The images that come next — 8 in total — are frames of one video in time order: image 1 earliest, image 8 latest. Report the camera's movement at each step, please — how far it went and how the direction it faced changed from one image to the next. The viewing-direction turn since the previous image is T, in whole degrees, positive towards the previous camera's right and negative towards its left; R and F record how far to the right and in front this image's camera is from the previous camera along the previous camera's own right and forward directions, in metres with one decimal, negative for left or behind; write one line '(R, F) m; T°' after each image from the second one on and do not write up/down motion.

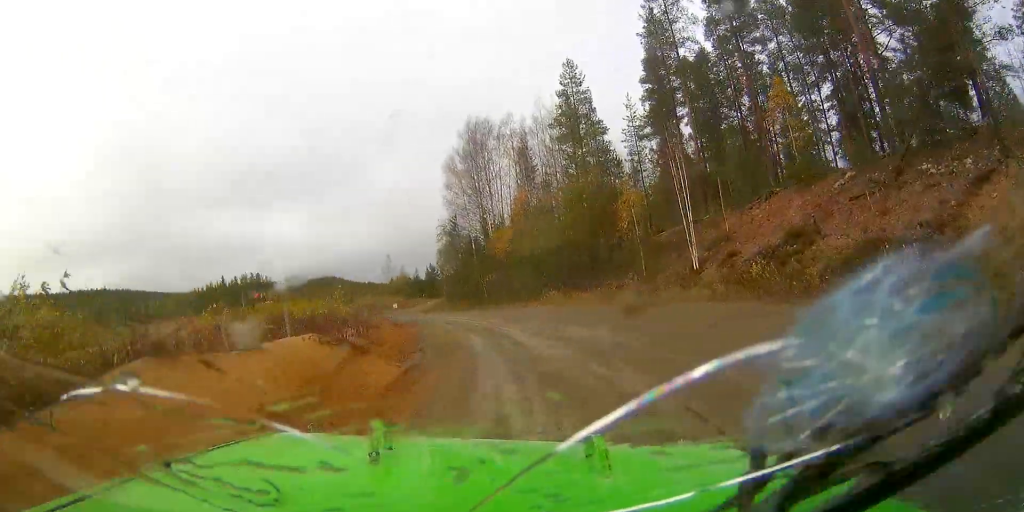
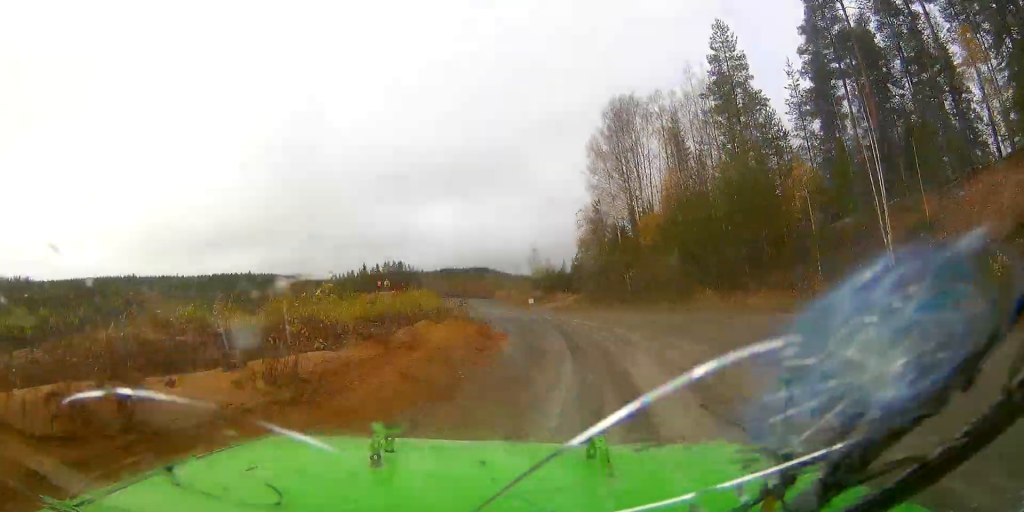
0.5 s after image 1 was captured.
(-1.0, +7.4) m; -7°
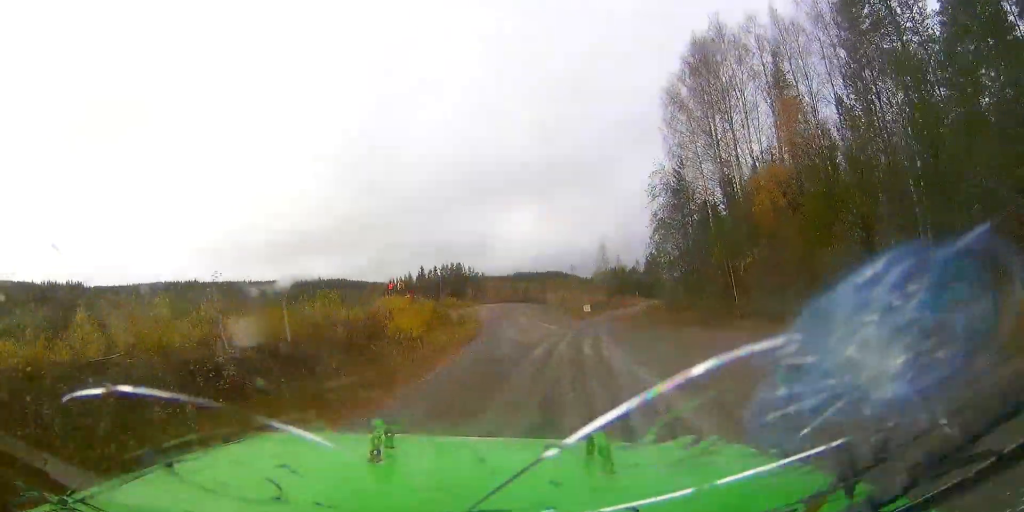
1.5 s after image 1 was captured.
(-2.2, +17.9) m; -12°
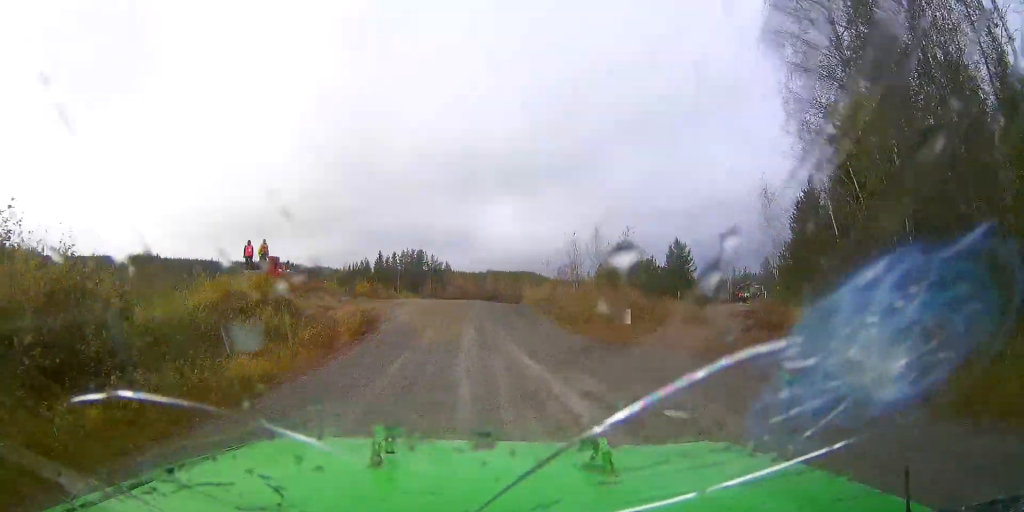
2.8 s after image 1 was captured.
(-2.2, +25.0) m; -6°
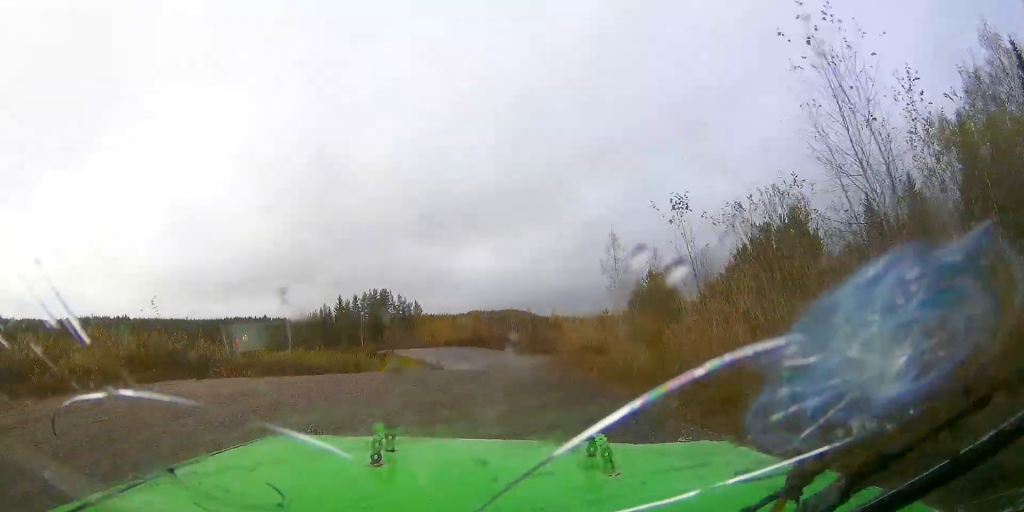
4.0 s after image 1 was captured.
(+0.2, +26.2) m; -1°
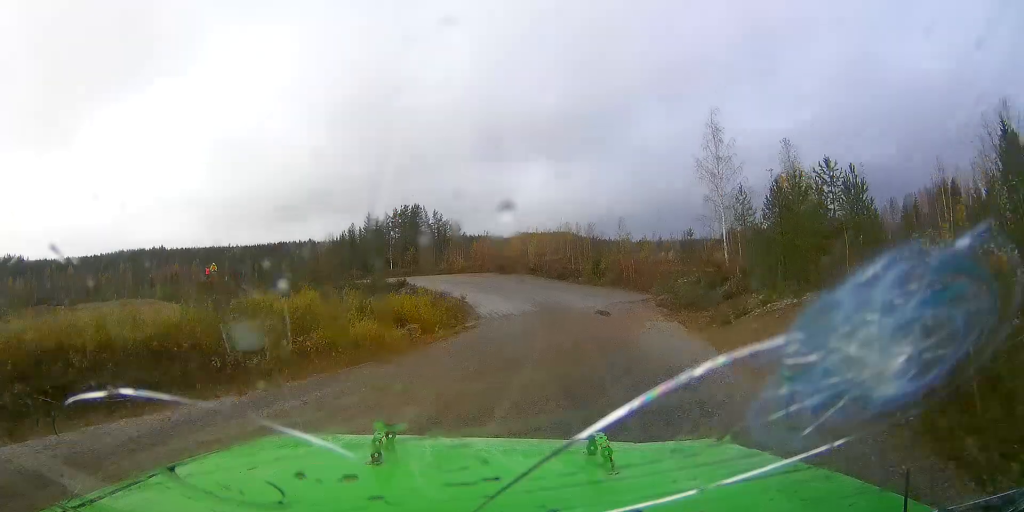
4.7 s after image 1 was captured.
(-0.5, +17.4) m; -1°
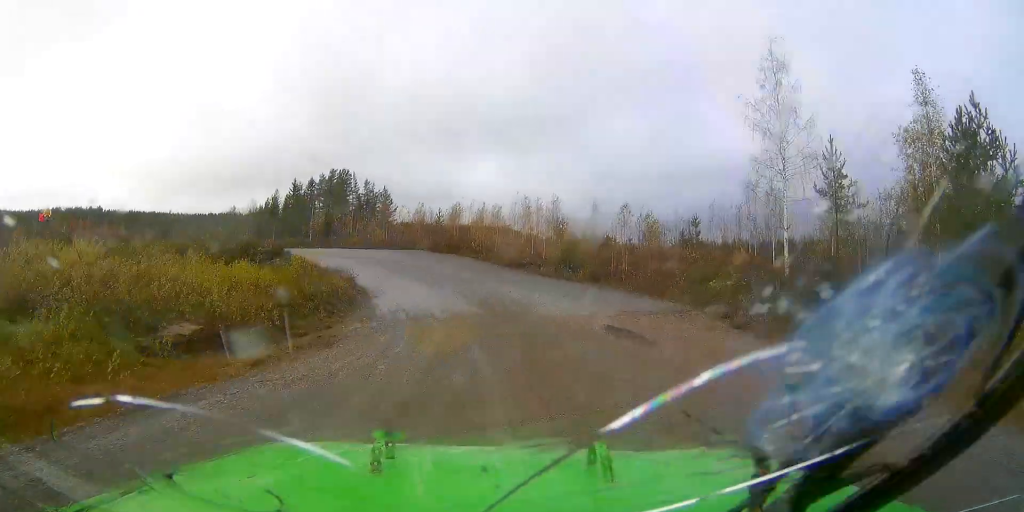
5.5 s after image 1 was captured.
(0.0, +15.6) m; -6°
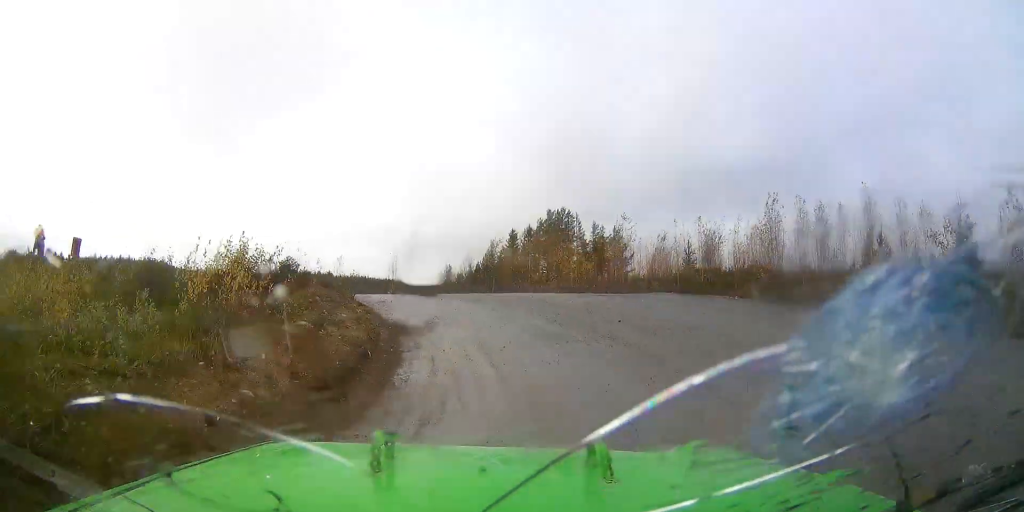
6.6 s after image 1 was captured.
(-2.5, +19.6) m; -27°
